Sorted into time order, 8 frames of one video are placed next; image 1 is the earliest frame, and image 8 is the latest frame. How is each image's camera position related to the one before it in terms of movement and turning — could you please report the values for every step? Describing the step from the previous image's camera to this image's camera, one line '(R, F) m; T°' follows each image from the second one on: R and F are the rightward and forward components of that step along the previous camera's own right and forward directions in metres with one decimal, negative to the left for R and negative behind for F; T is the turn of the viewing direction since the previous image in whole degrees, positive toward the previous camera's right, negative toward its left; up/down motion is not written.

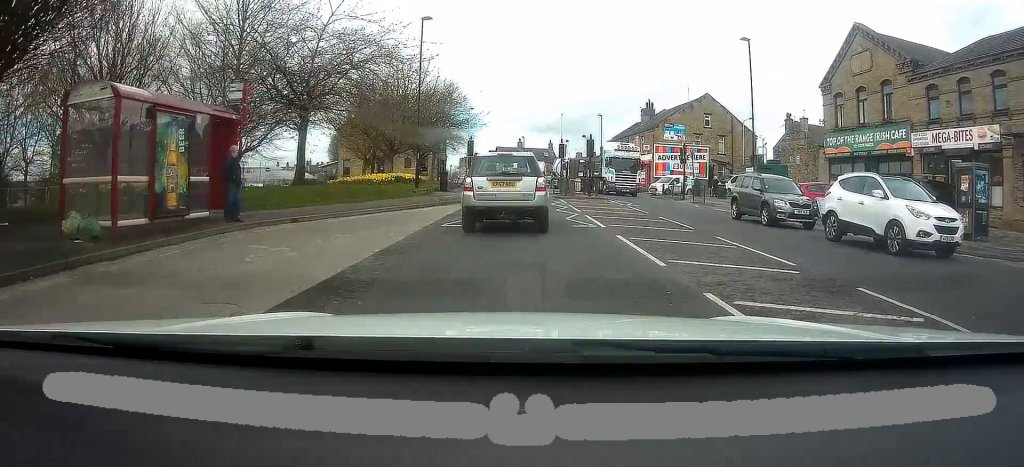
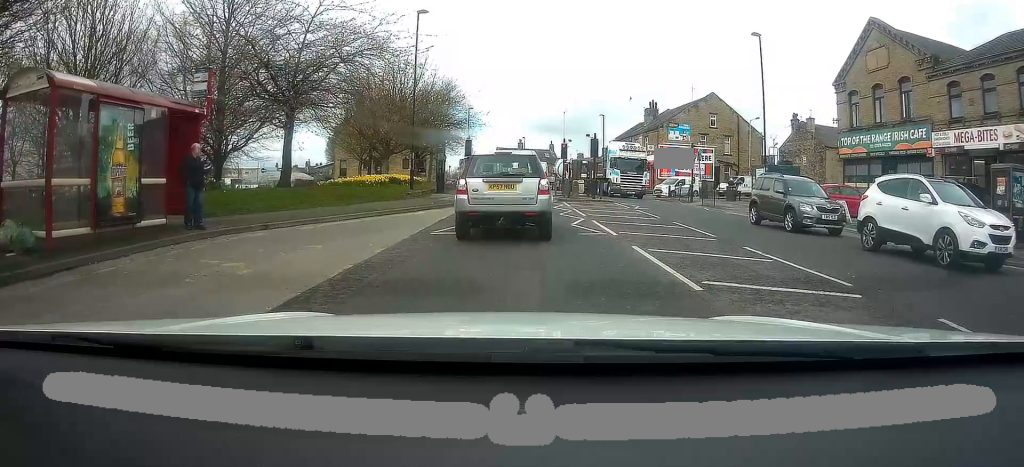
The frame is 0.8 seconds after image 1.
(0.0, +1.4) m; -1°
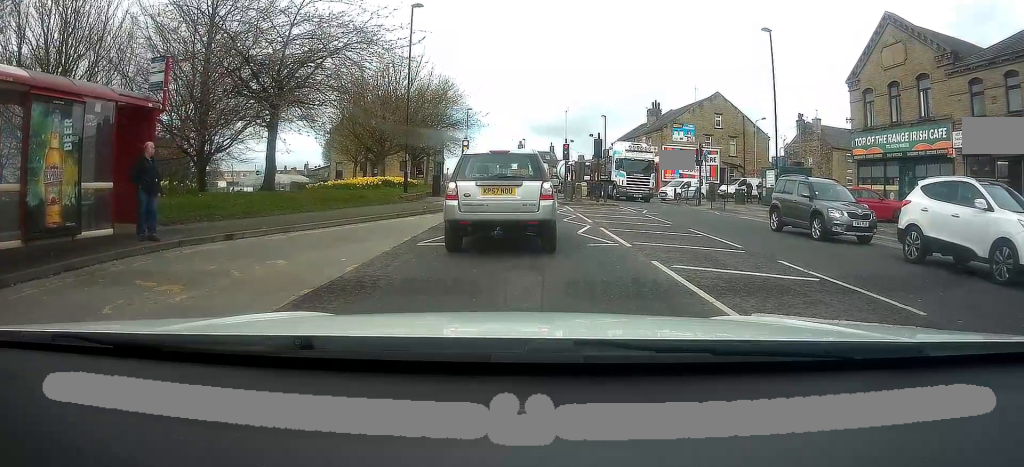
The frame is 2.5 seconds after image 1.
(-0.3, +1.1) m; 0°
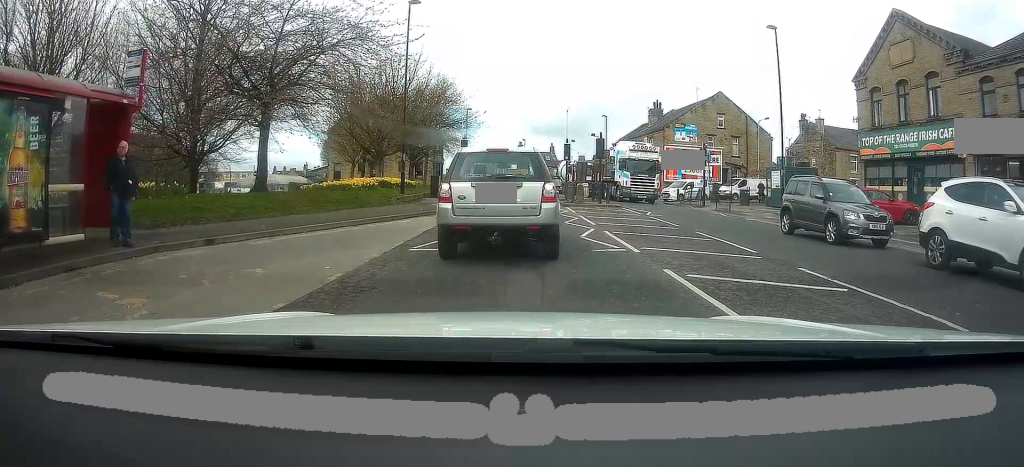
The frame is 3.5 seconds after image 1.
(+0.1, +0.6) m; 0°
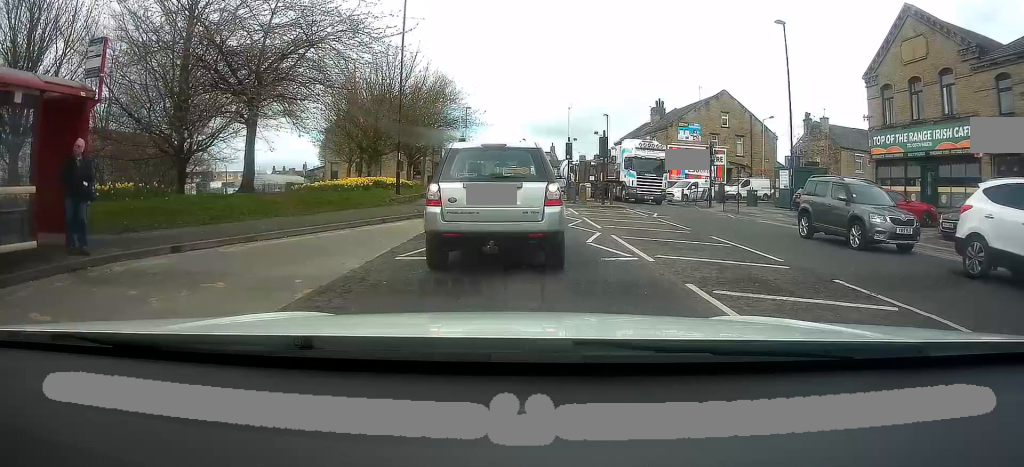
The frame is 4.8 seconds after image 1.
(+0.3, +0.9) m; 0°
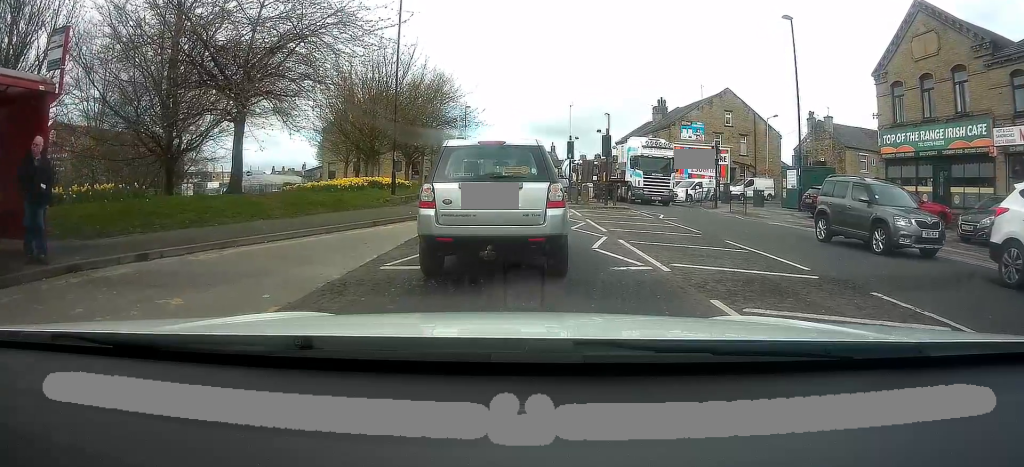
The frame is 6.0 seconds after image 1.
(+0.1, +0.8) m; 0°
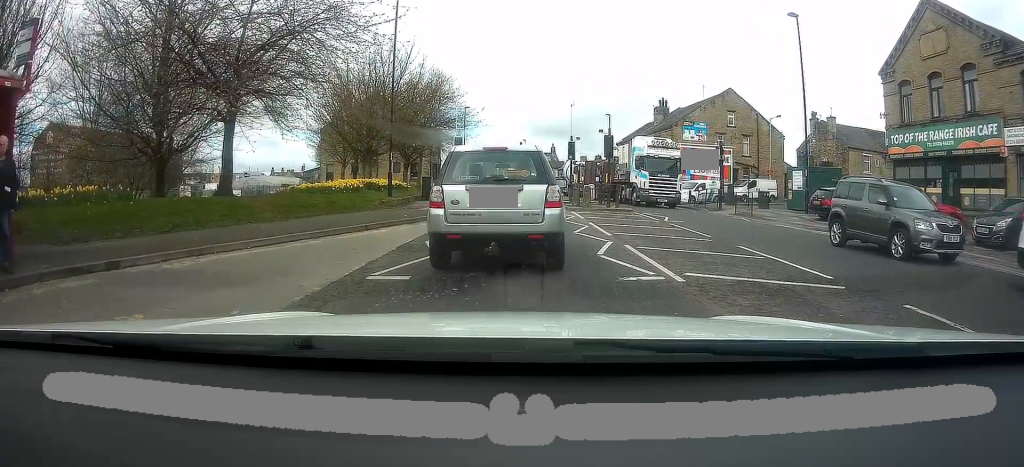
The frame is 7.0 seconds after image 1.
(0.0, +0.6) m; 0°
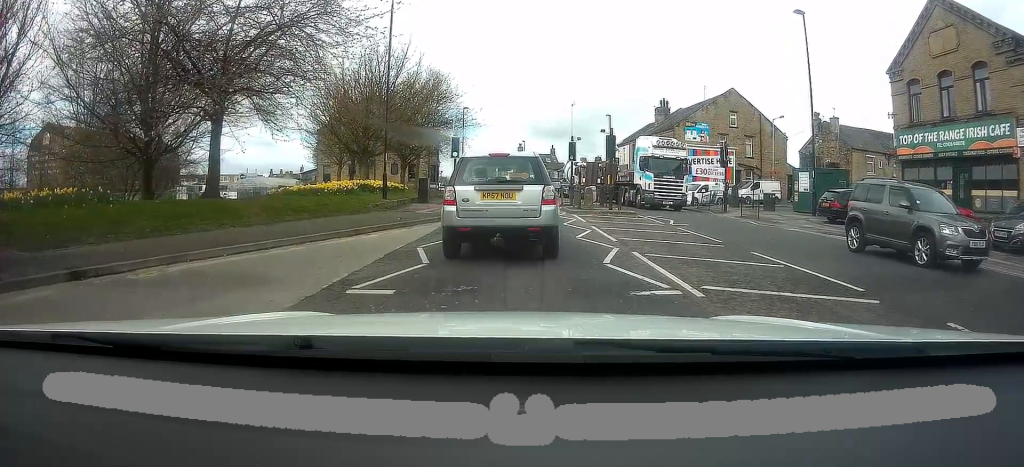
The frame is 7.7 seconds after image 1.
(+0.1, +0.4) m; 0°
